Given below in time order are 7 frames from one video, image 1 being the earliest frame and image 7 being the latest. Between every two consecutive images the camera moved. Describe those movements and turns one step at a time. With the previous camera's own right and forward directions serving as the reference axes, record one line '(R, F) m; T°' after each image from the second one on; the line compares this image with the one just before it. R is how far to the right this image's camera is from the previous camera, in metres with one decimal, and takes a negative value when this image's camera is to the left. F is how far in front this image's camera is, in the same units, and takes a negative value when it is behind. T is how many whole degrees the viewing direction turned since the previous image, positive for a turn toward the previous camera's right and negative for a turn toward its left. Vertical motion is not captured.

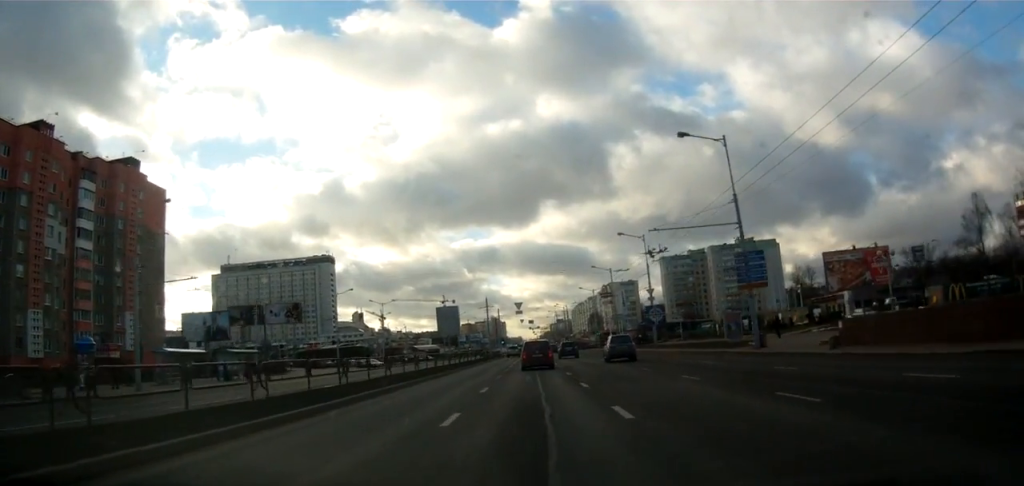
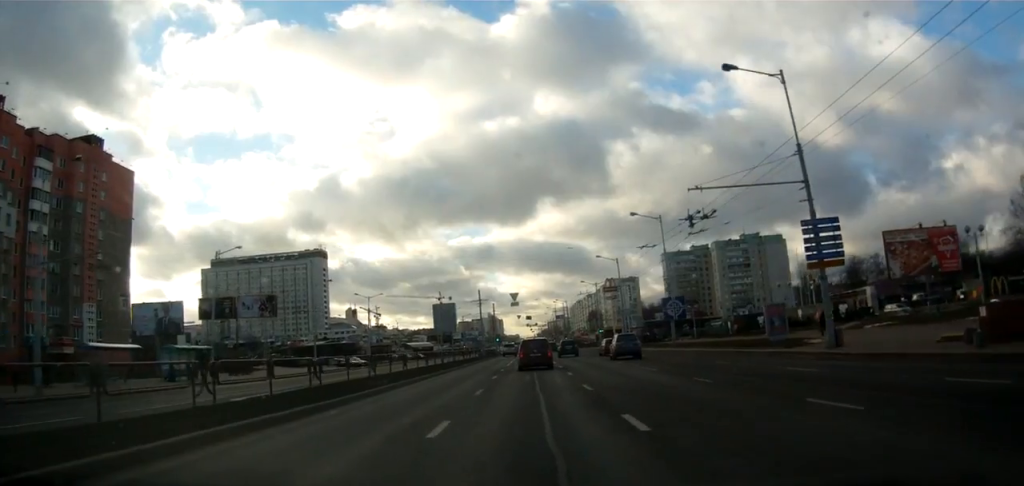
(0.0, +9.3) m; 0°
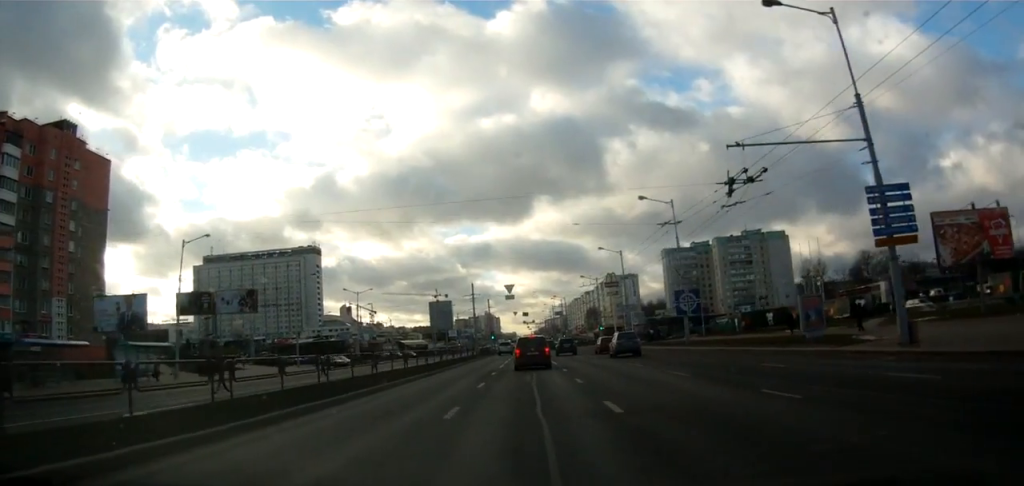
(0.0, +5.9) m; -1°
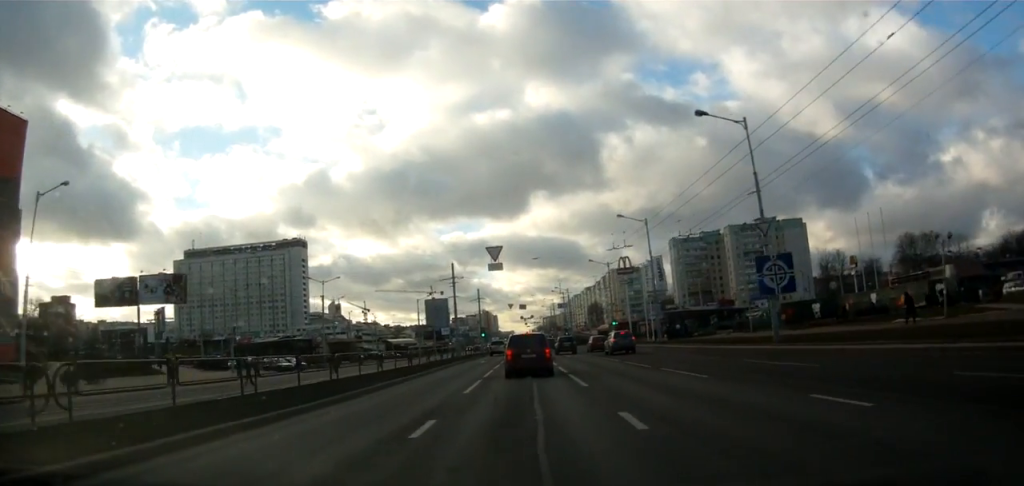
(-0.7, +17.8) m; +1°
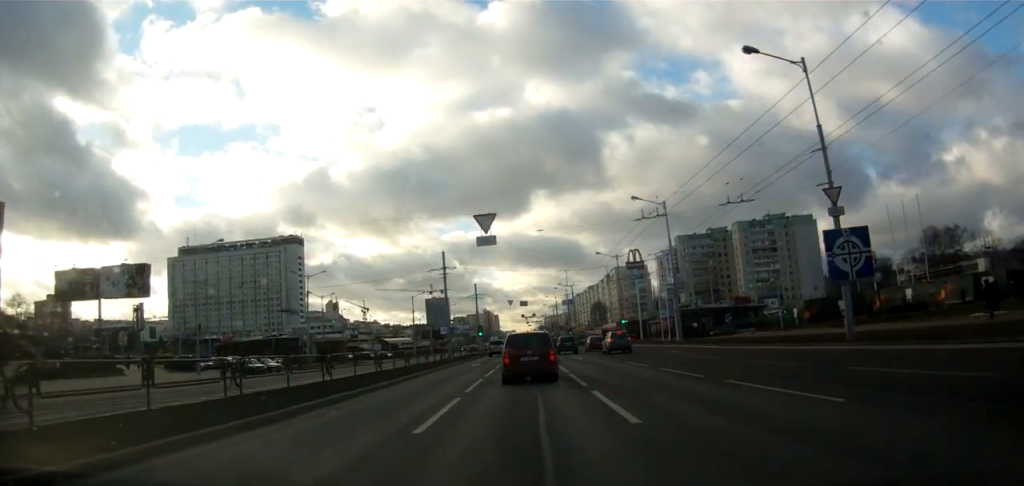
(+0.8, +7.5) m; +2°
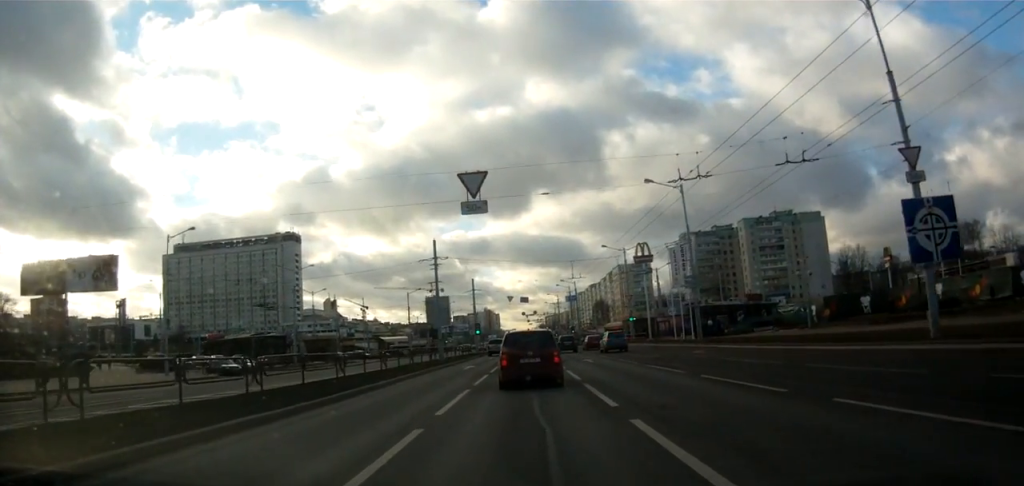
(-0.2, +5.8) m; -2°
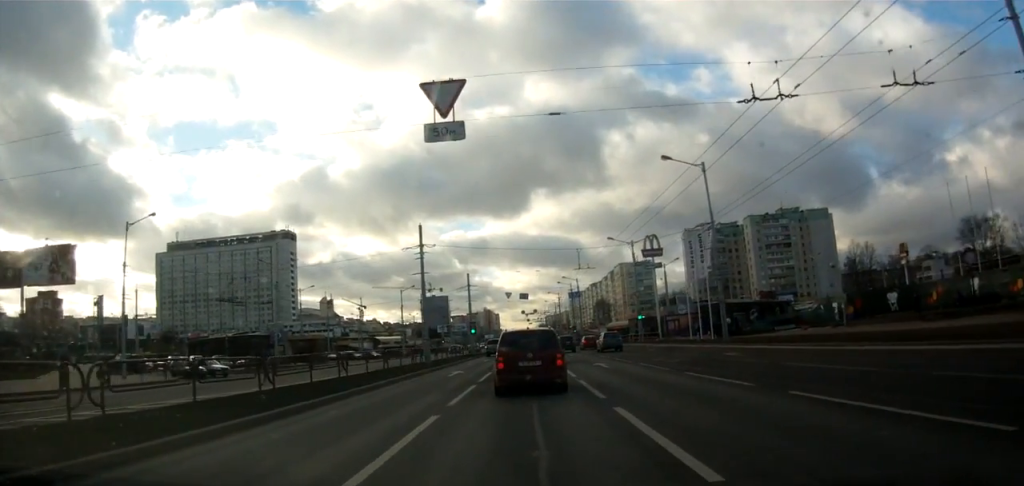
(-0.2, +6.4) m; -1°
